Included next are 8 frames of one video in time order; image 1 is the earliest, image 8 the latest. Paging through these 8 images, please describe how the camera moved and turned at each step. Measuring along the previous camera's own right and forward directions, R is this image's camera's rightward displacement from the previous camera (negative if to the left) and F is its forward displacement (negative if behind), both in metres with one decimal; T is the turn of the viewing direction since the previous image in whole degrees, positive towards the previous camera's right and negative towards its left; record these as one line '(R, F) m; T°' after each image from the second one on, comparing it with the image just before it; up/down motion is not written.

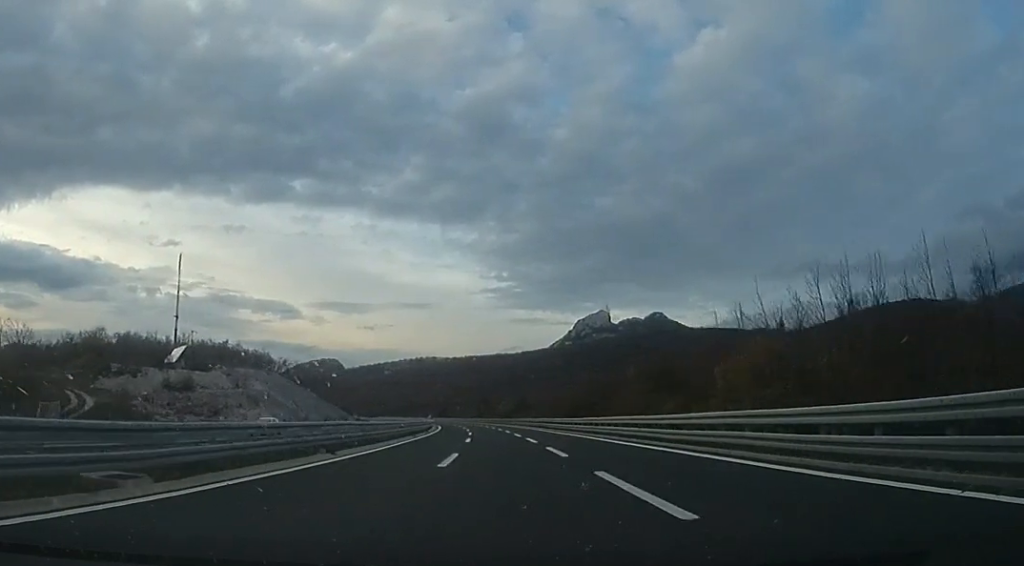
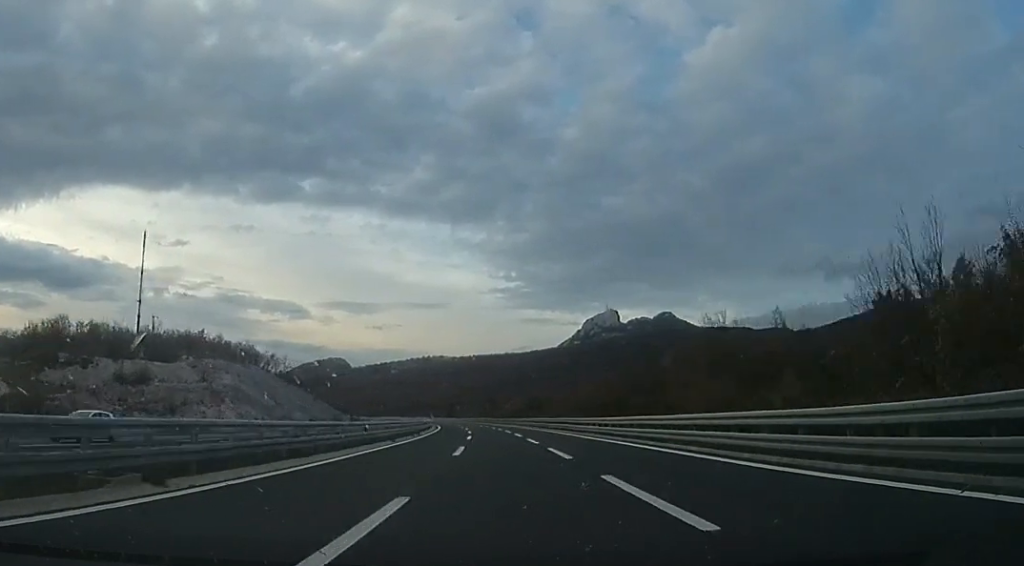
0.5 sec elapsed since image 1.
(-0.3, +13.0) m; -2°
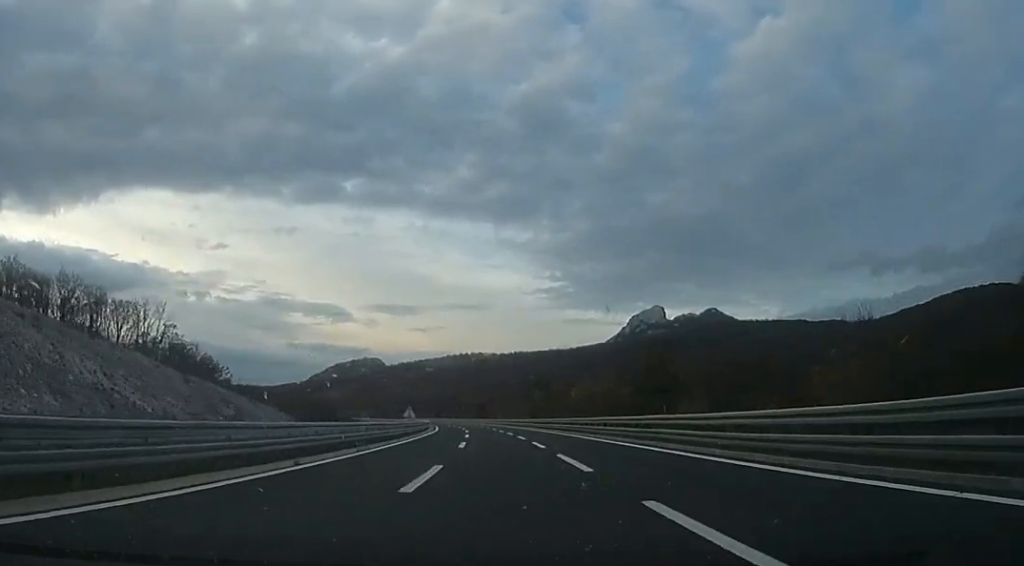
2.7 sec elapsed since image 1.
(-0.9, +64.6) m; -2°
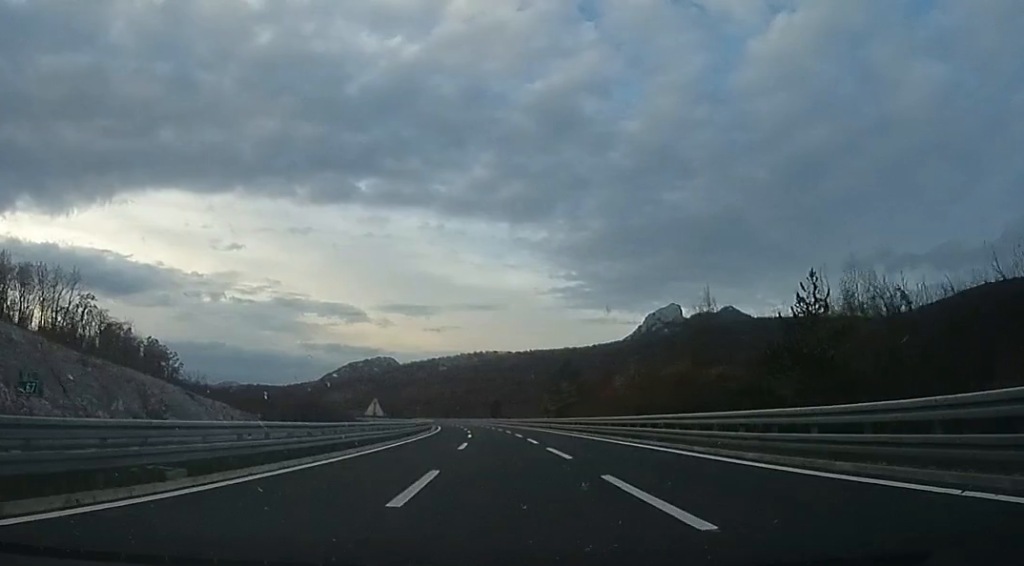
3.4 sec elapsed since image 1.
(-0.8, +19.7) m; -2°
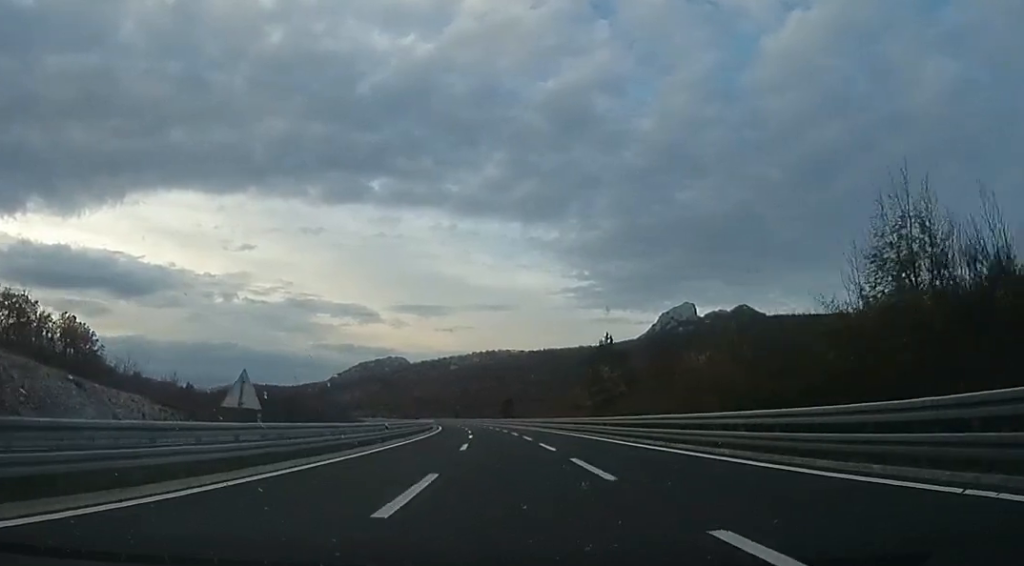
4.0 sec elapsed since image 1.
(-0.2, +18.6) m; -1°
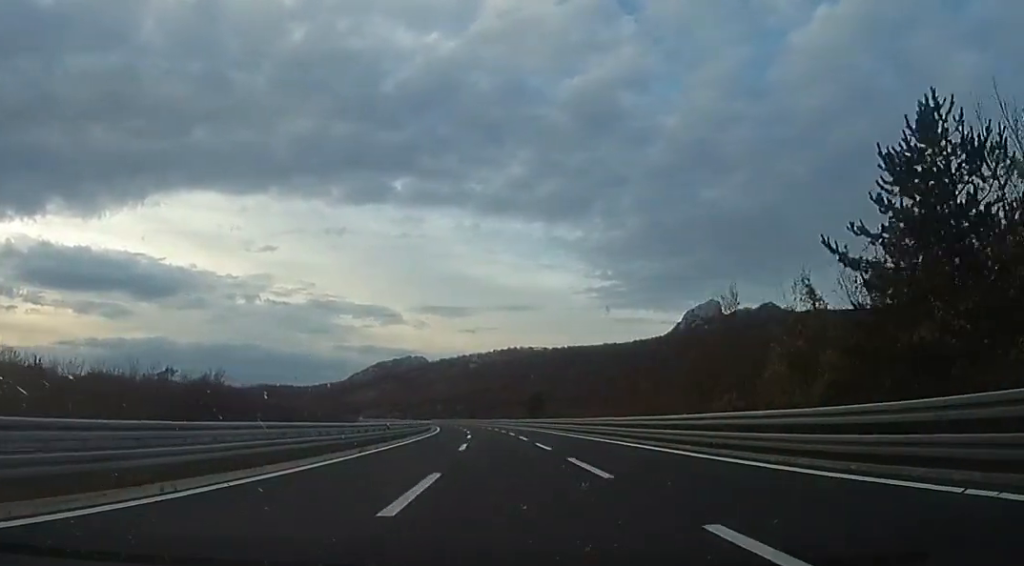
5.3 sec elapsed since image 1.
(0.0, +35.3) m; -2°
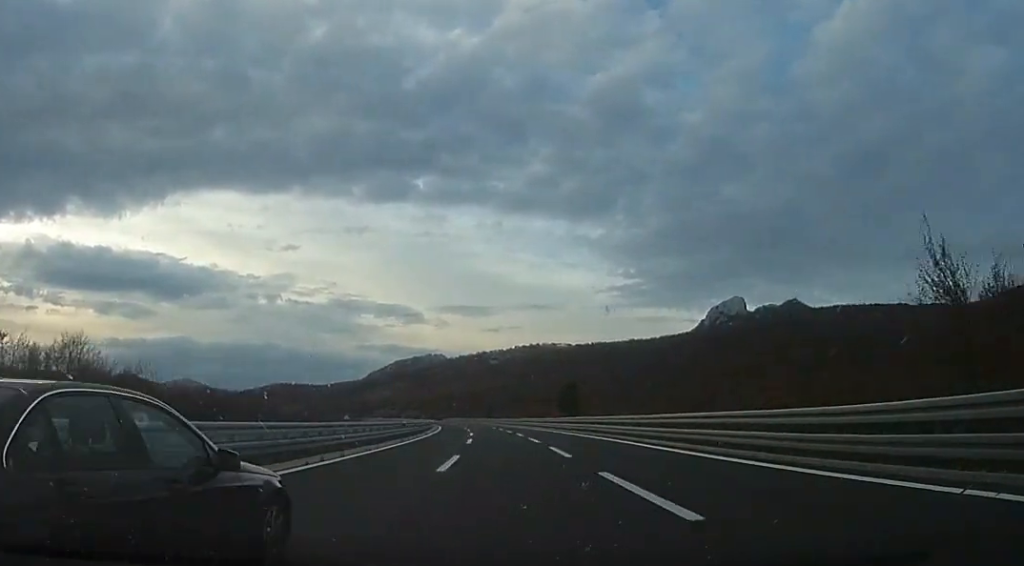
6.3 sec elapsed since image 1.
(-1.2, +29.5) m; -4°
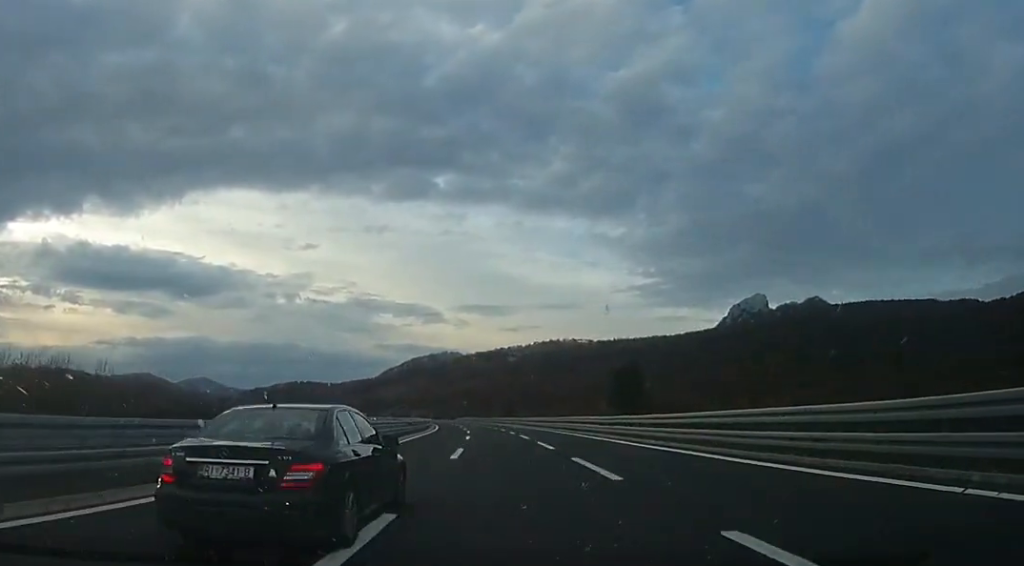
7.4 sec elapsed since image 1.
(-0.7, +31.1) m; -1°
